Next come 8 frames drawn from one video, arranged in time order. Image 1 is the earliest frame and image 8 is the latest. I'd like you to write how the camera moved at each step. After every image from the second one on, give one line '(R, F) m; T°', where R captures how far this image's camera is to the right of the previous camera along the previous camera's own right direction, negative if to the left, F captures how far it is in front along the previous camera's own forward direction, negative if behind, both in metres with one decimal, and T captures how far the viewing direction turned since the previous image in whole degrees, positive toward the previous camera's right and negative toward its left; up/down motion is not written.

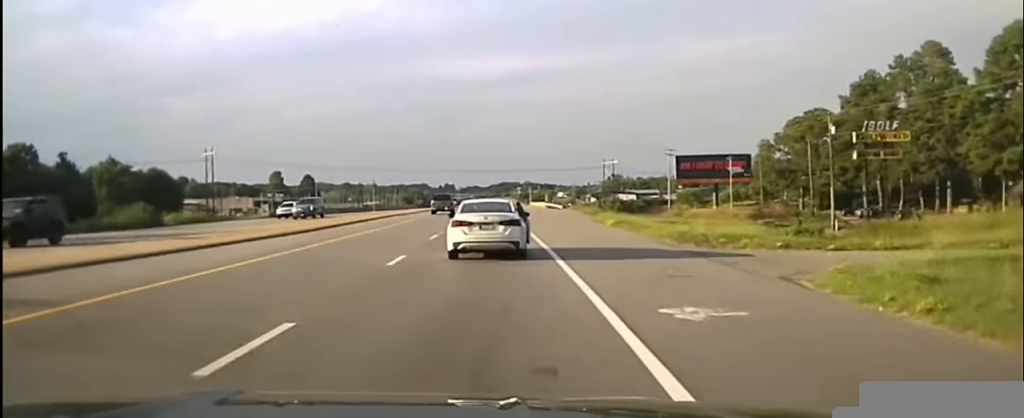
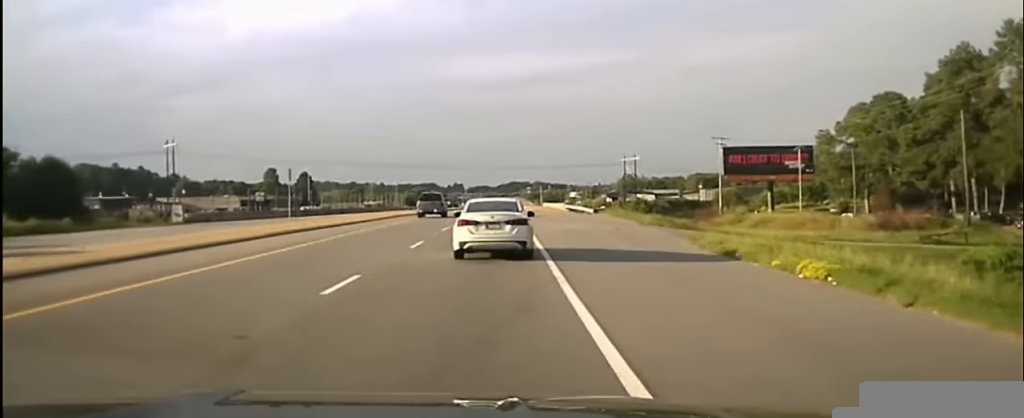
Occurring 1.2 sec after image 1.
(0.0, +29.4) m; 0°
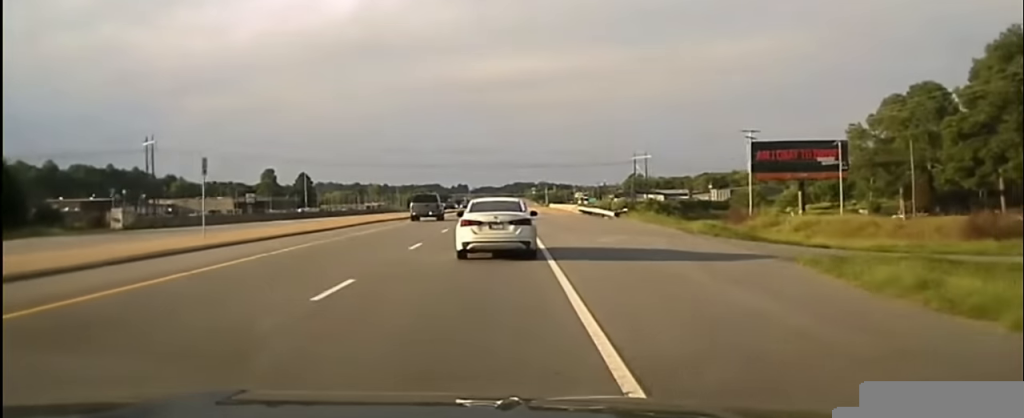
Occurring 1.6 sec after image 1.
(0.0, +12.1) m; 0°
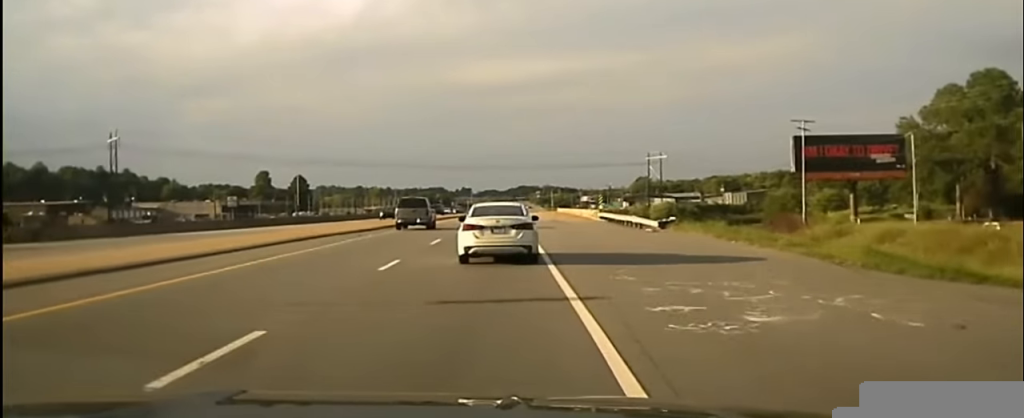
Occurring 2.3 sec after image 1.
(0.0, +16.5) m; 0°
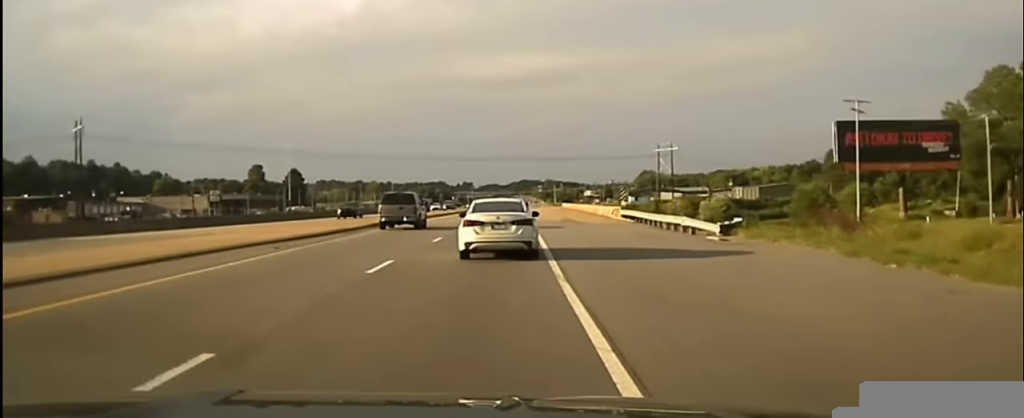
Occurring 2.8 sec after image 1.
(-0.1, +12.8) m; 0°
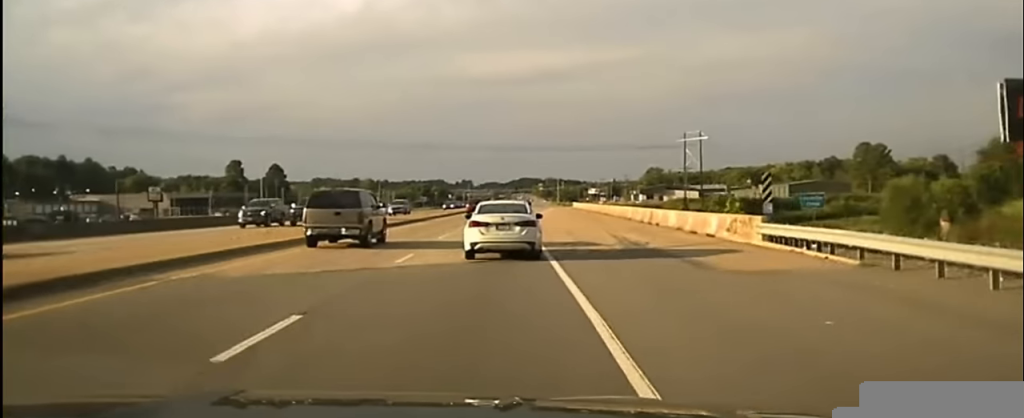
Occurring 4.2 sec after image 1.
(-0.3, +36.9) m; -1°
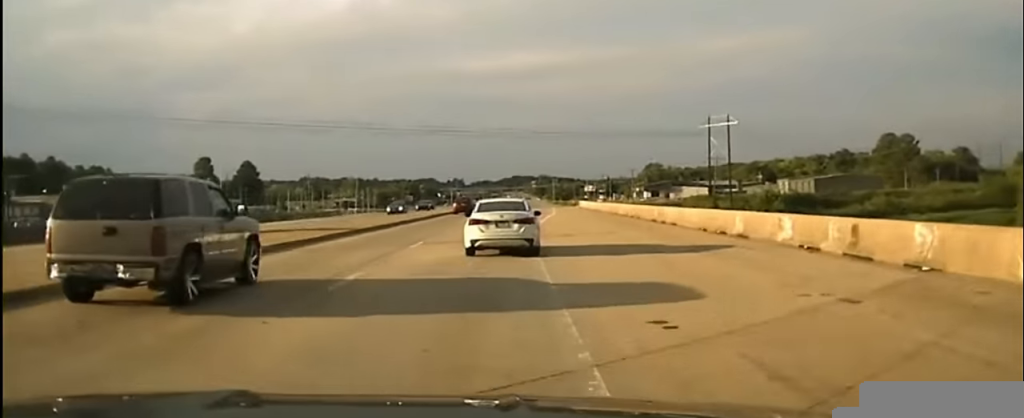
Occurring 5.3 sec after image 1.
(0.0, +31.2) m; 0°
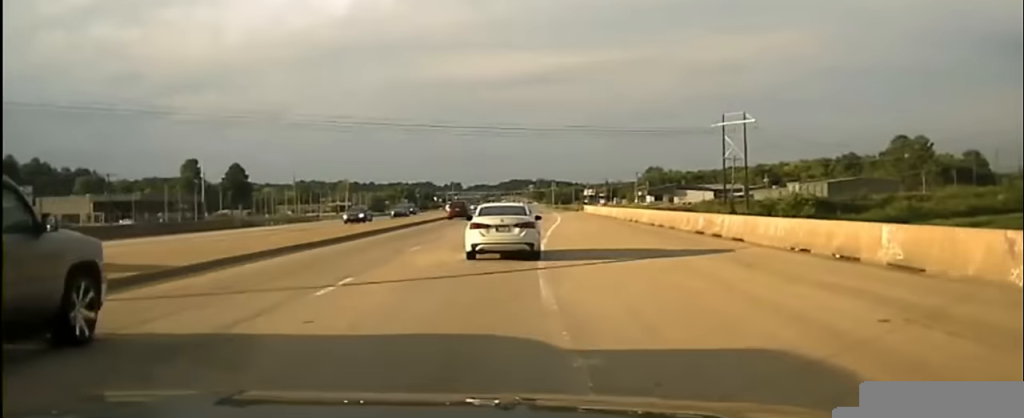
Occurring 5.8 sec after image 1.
(+0.1, +13.0) m; 0°
